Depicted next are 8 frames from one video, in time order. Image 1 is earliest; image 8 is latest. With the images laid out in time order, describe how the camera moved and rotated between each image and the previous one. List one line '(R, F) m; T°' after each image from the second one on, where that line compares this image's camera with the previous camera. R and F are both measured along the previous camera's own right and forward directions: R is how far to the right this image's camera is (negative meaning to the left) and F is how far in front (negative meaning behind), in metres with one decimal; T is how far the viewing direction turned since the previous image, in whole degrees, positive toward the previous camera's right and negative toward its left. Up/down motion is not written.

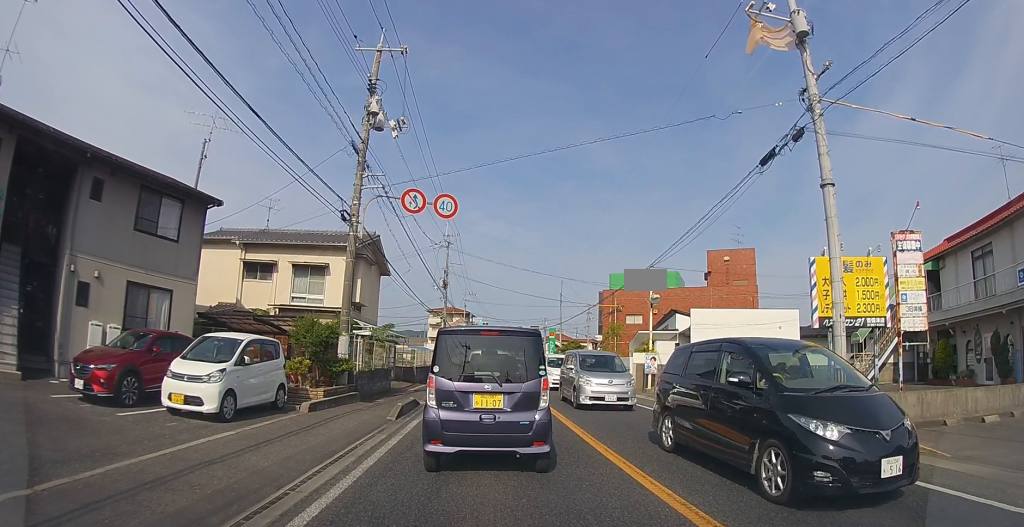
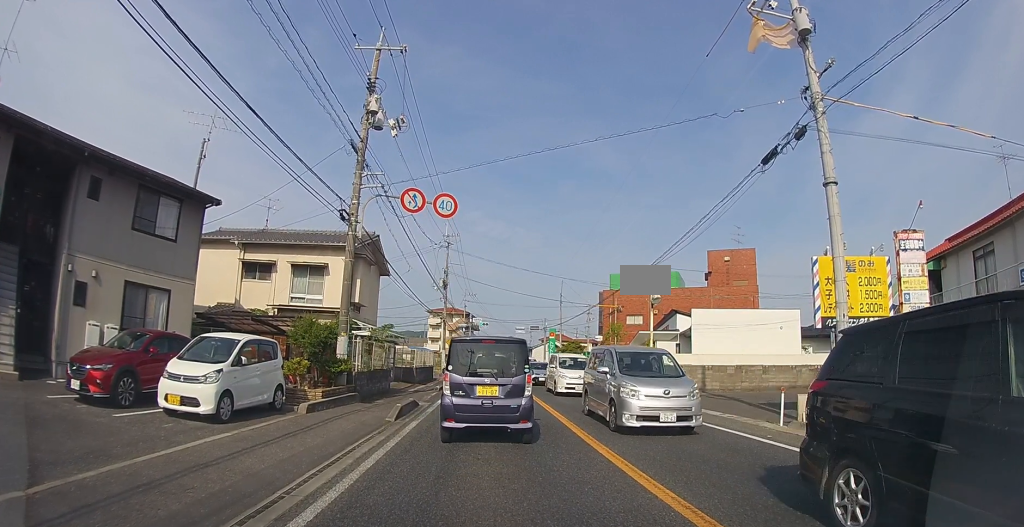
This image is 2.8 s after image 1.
(0.0, 0.0) m; 0°
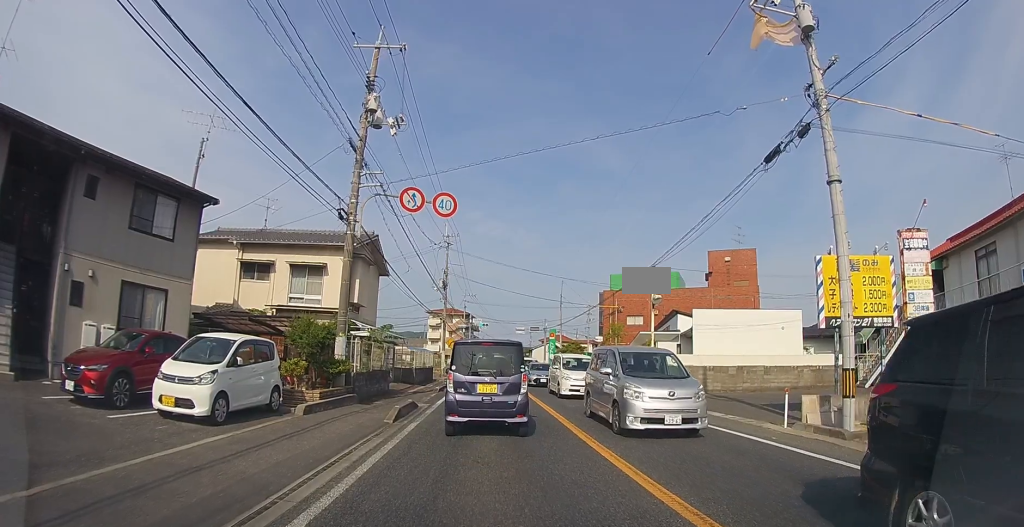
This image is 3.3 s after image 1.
(0.0, +0.1) m; 0°
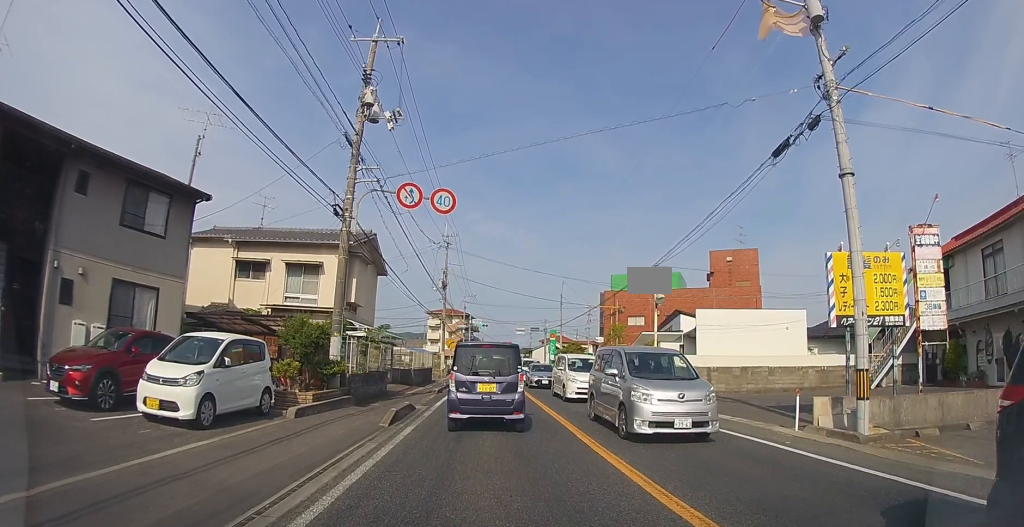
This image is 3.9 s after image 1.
(+0.1, +0.2) m; 0°
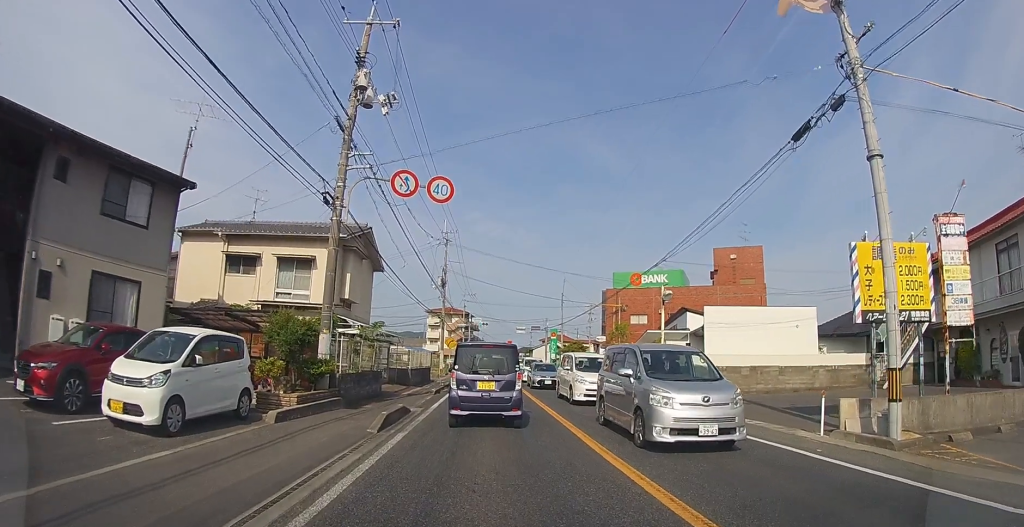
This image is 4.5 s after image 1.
(+0.2, +0.4) m; 0°
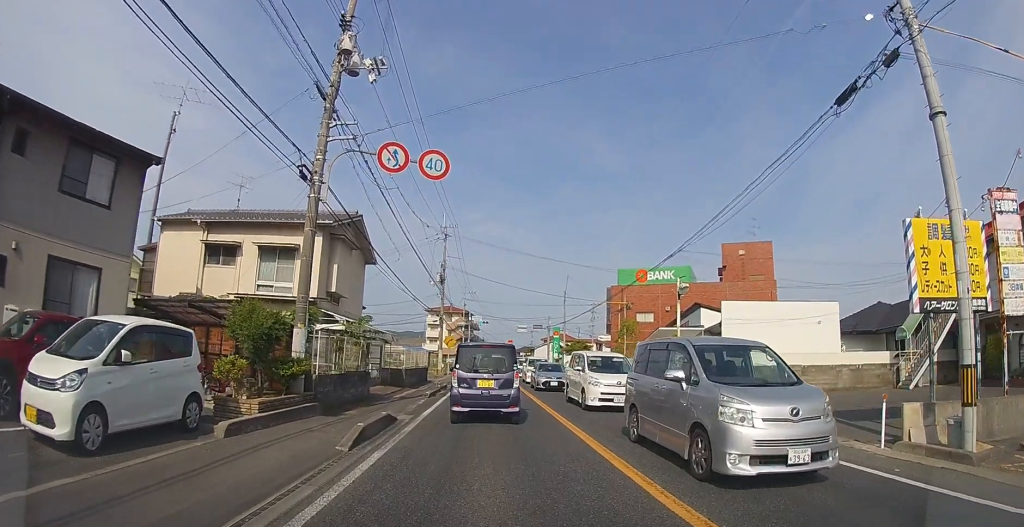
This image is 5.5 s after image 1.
(+0.2, +1.1) m; +4°
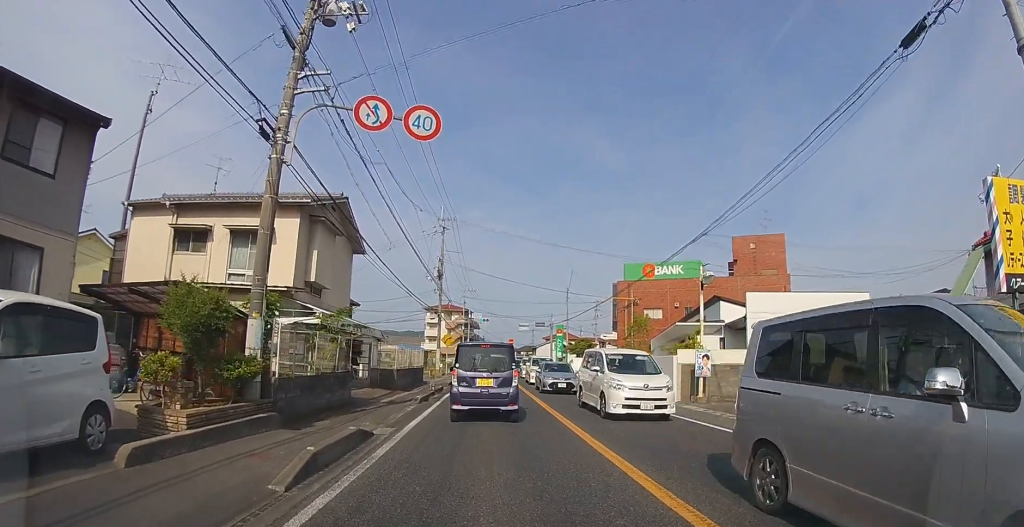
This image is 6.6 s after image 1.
(0.0, +2.0) m; -1°
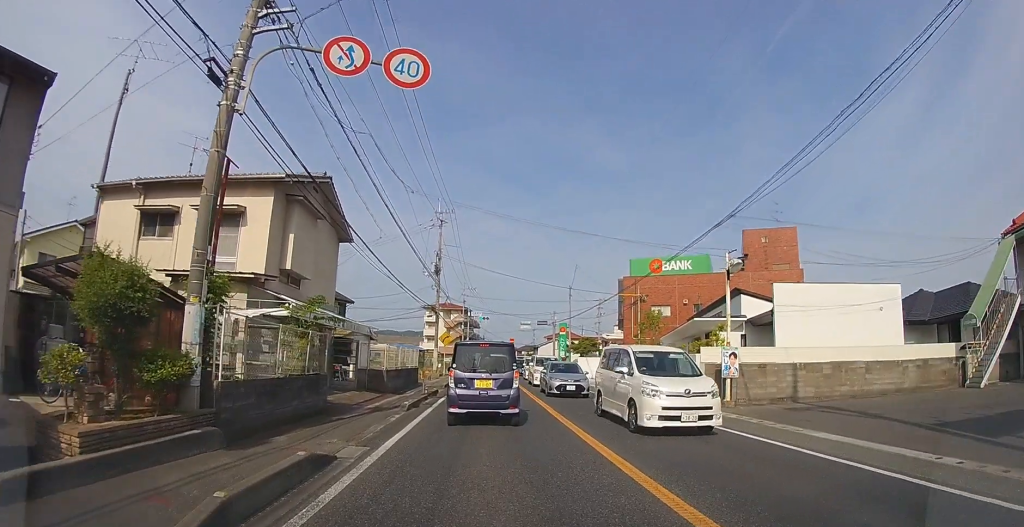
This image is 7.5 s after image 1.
(0.0, +2.2) m; 0°
